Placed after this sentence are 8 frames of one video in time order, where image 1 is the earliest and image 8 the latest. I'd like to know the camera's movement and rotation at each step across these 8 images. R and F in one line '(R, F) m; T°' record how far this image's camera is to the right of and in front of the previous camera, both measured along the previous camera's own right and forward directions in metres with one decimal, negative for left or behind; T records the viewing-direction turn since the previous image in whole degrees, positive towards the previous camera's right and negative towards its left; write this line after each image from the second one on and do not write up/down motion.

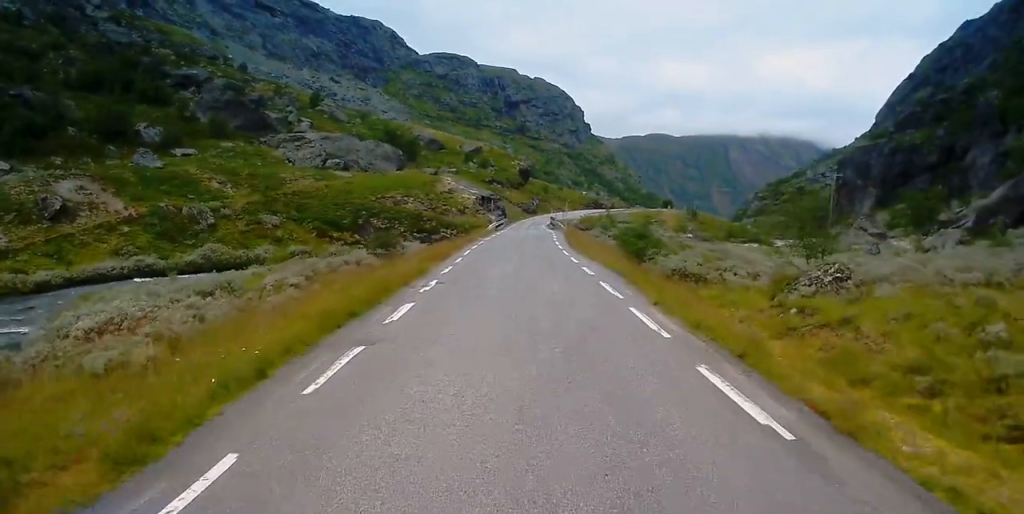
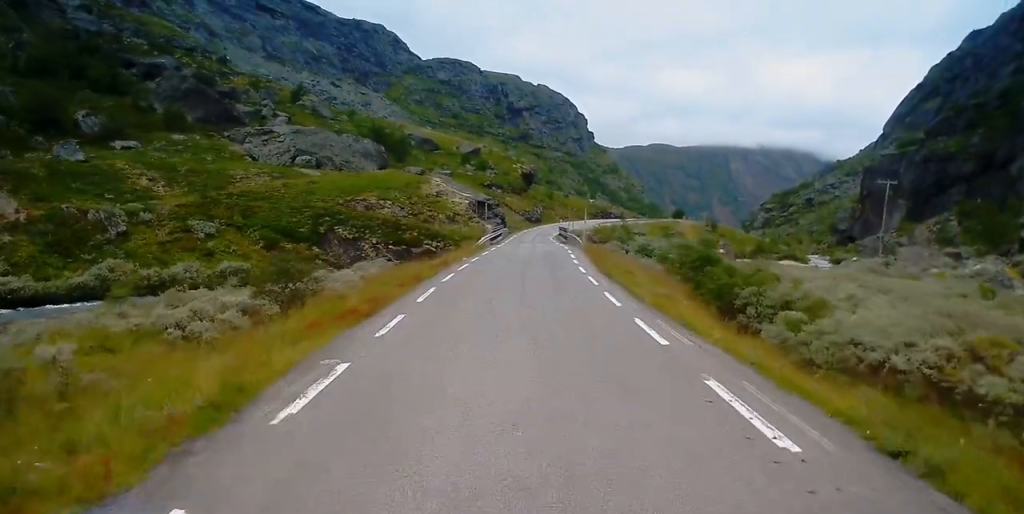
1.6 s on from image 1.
(+0.1, +20.1) m; 0°
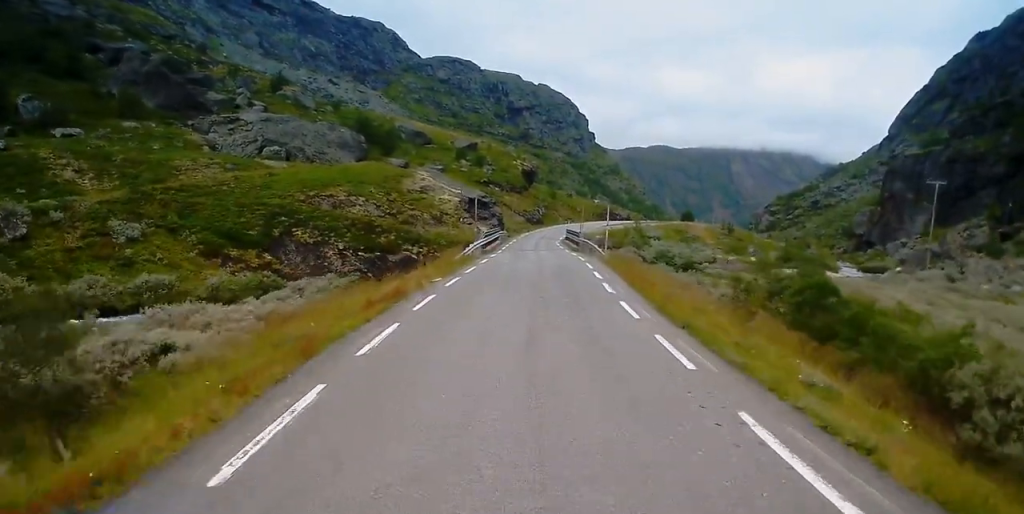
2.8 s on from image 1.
(0.0, +14.7) m; -1°
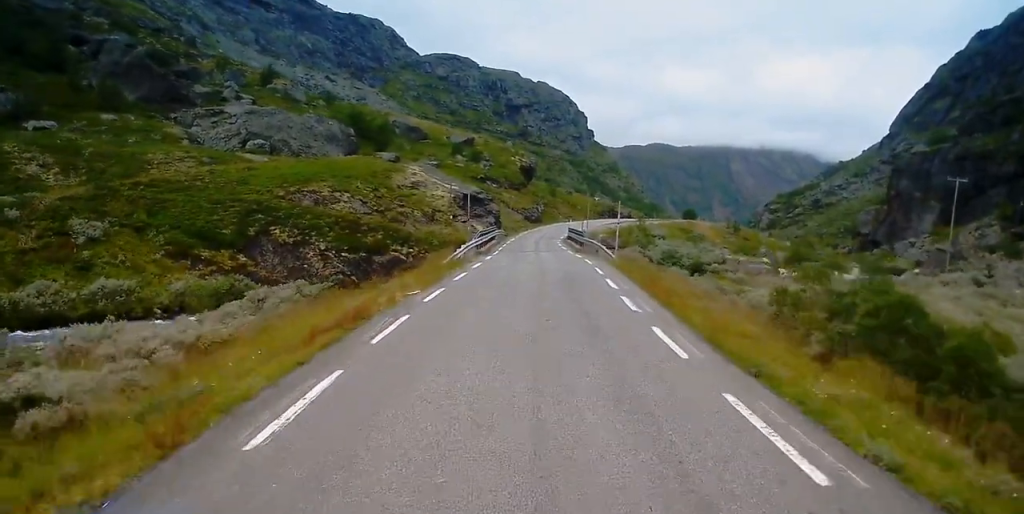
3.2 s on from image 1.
(+0.1, +5.5) m; -1°
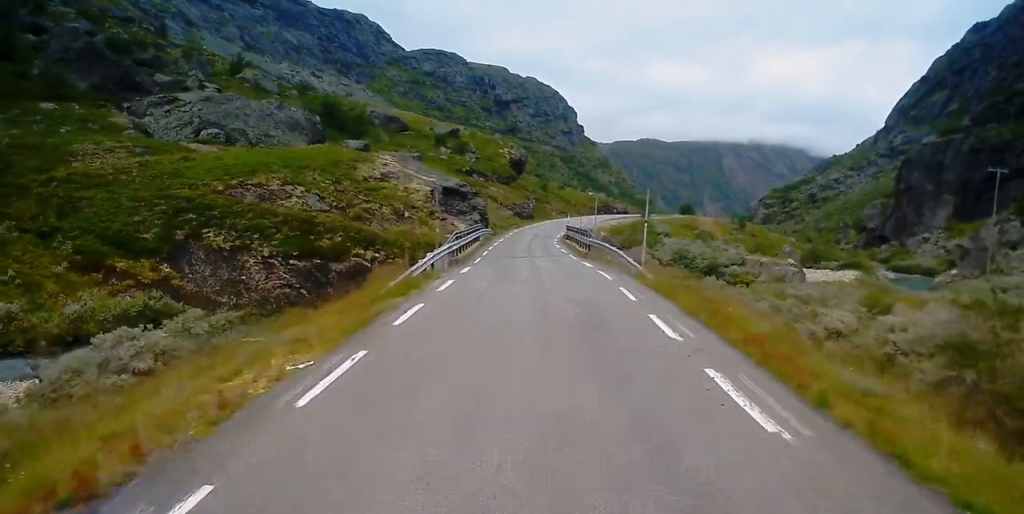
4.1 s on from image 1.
(-0.2, +11.5) m; 0°
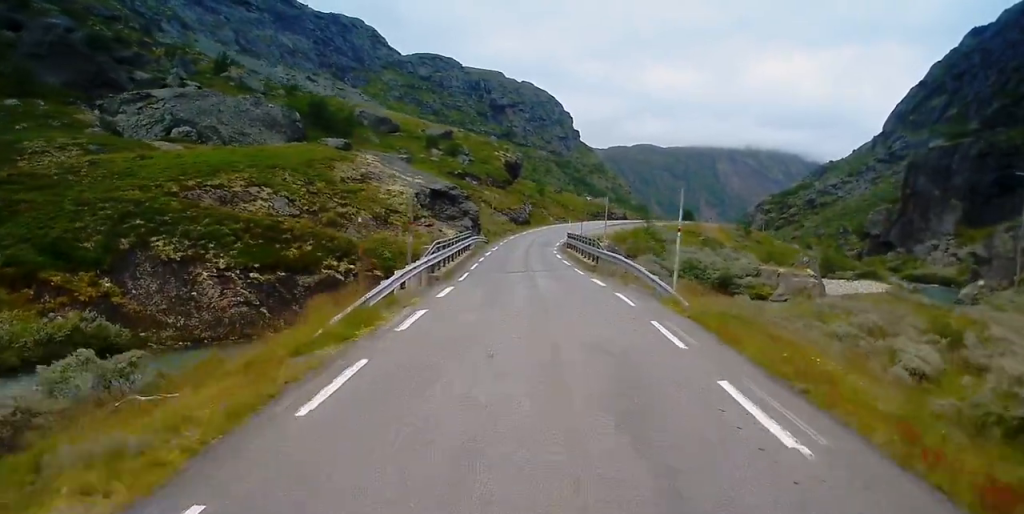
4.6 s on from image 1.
(+0.1, +6.9) m; 0°
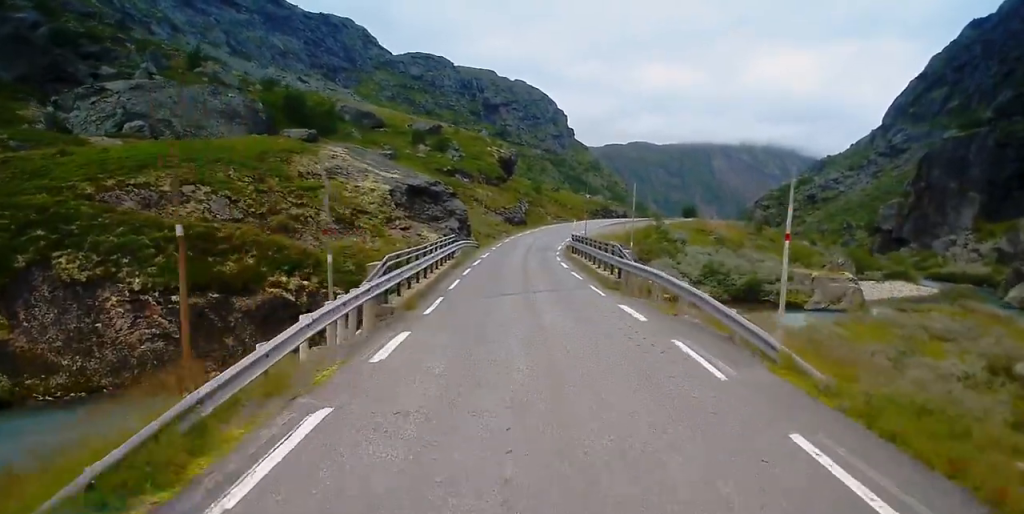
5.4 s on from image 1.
(+0.1, +9.7) m; 0°
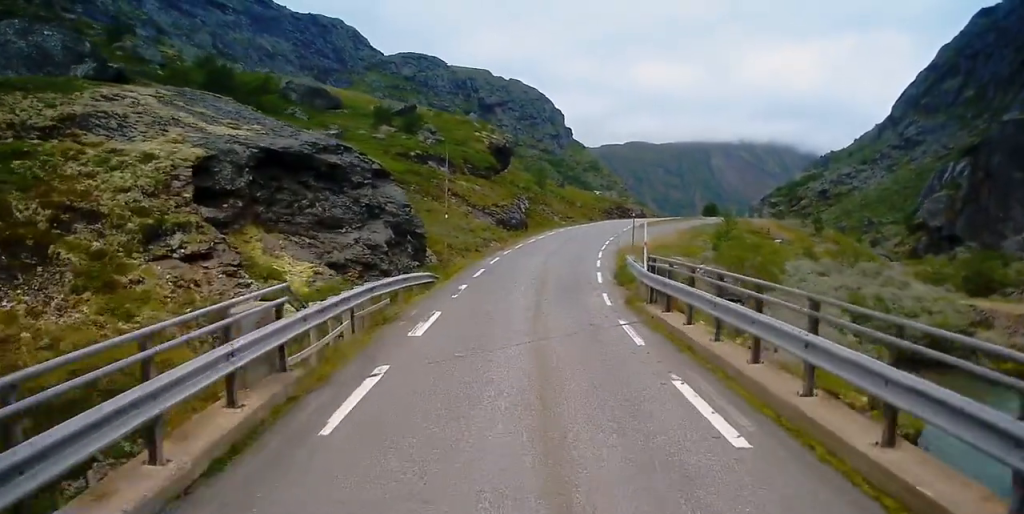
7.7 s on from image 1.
(-0.6, +28.8) m; -2°
